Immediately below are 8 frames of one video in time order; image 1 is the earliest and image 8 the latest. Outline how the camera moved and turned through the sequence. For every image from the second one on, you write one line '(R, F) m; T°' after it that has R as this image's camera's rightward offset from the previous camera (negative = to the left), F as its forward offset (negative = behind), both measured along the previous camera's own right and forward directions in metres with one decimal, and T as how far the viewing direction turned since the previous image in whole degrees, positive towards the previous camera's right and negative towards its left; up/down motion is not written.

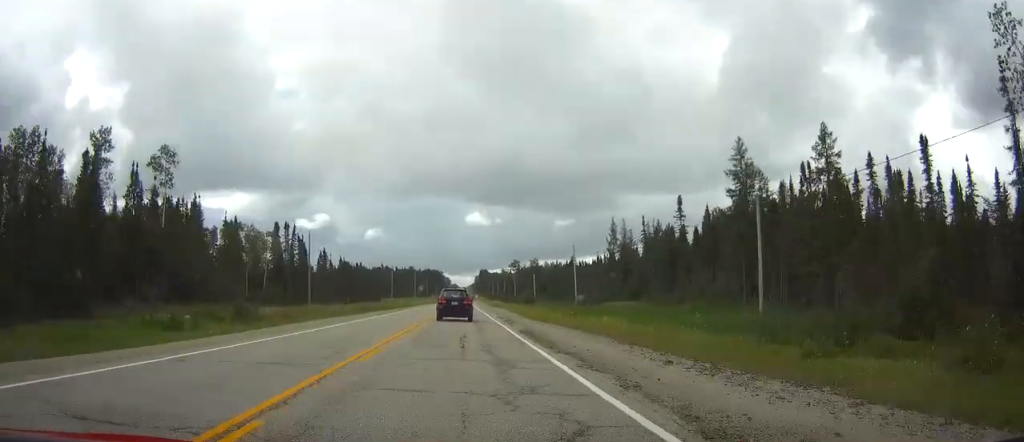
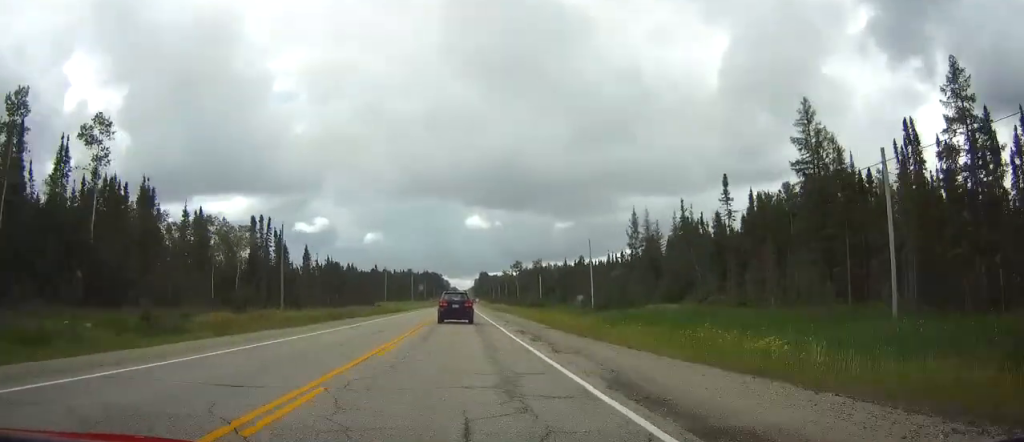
(0.0, +15.2) m; 0°
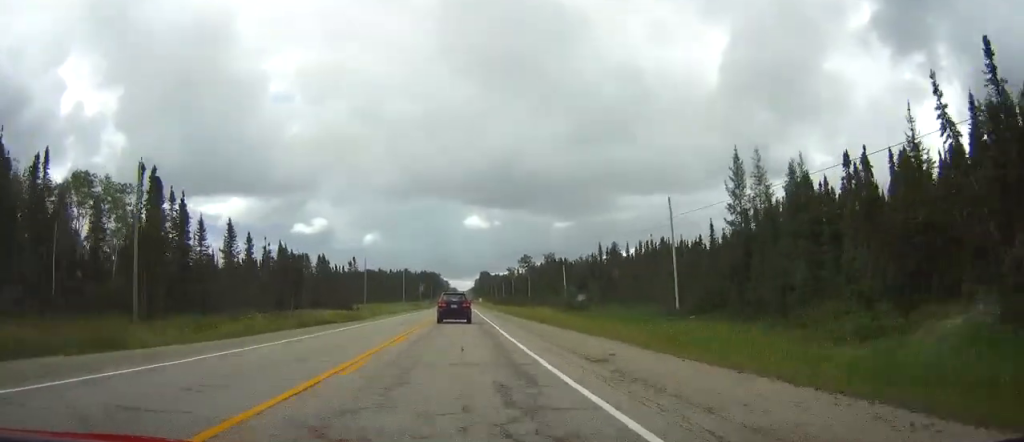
(-0.1, +40.6) m; 0°
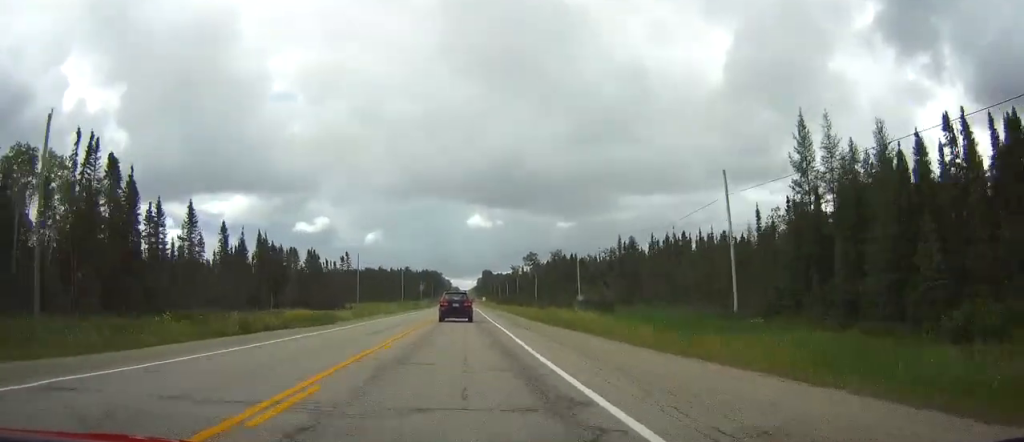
(0.0, +13.2) m; 0°
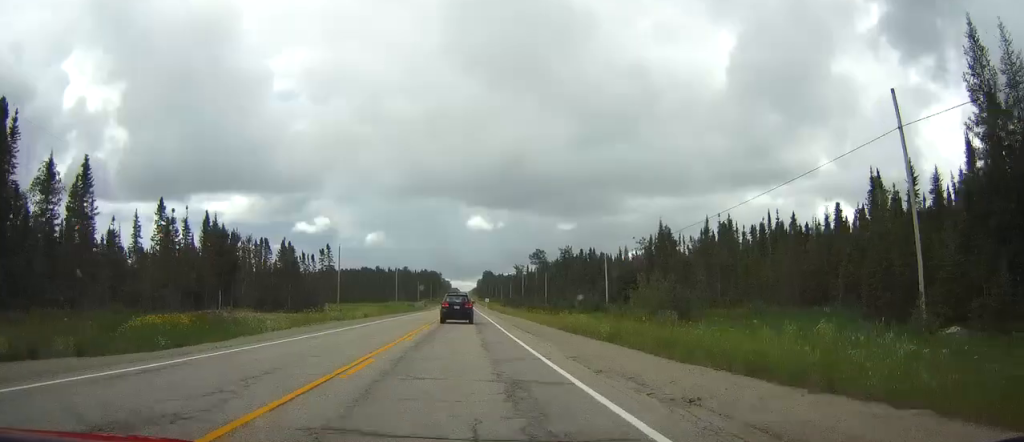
(0.0, +22.0) m; 0°
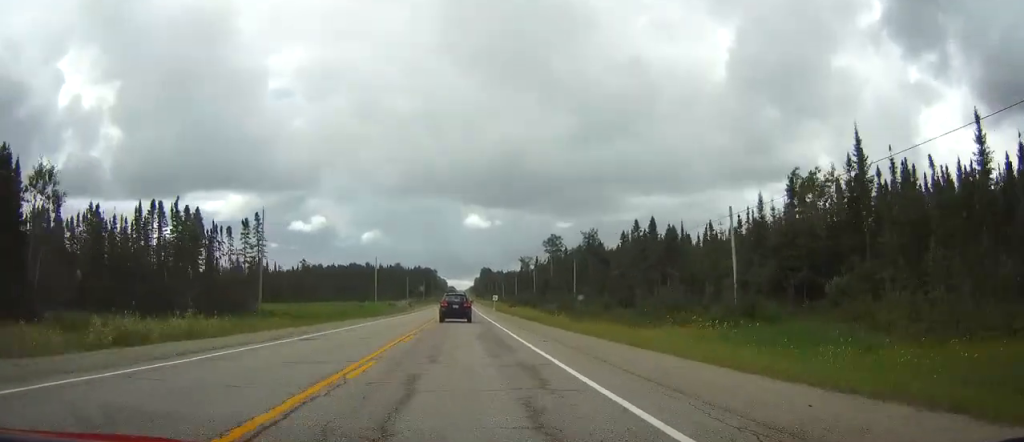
(0.0, +45.3) m; 0°
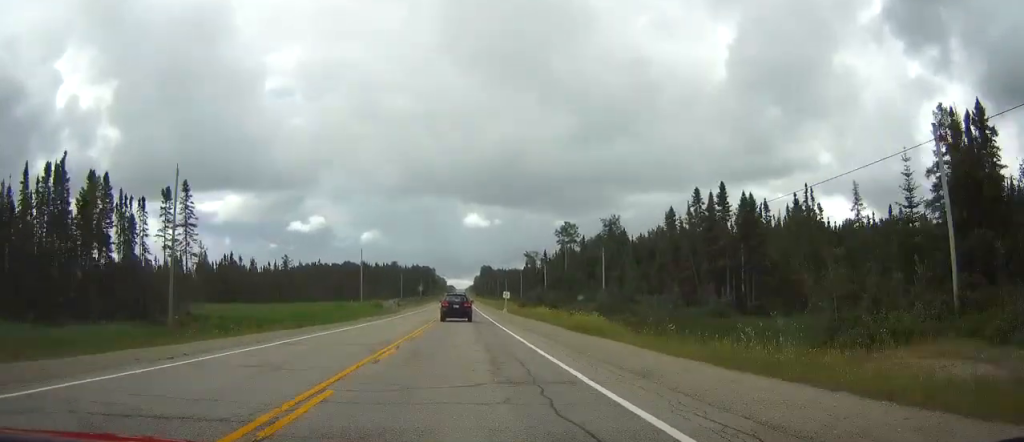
(0.0, +24.3) m; 0°
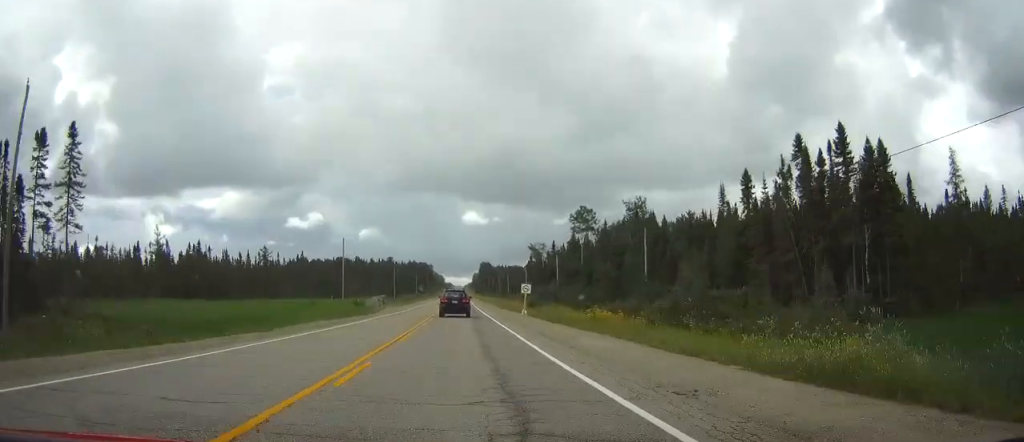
(0.0, +22.1) m; 0°
